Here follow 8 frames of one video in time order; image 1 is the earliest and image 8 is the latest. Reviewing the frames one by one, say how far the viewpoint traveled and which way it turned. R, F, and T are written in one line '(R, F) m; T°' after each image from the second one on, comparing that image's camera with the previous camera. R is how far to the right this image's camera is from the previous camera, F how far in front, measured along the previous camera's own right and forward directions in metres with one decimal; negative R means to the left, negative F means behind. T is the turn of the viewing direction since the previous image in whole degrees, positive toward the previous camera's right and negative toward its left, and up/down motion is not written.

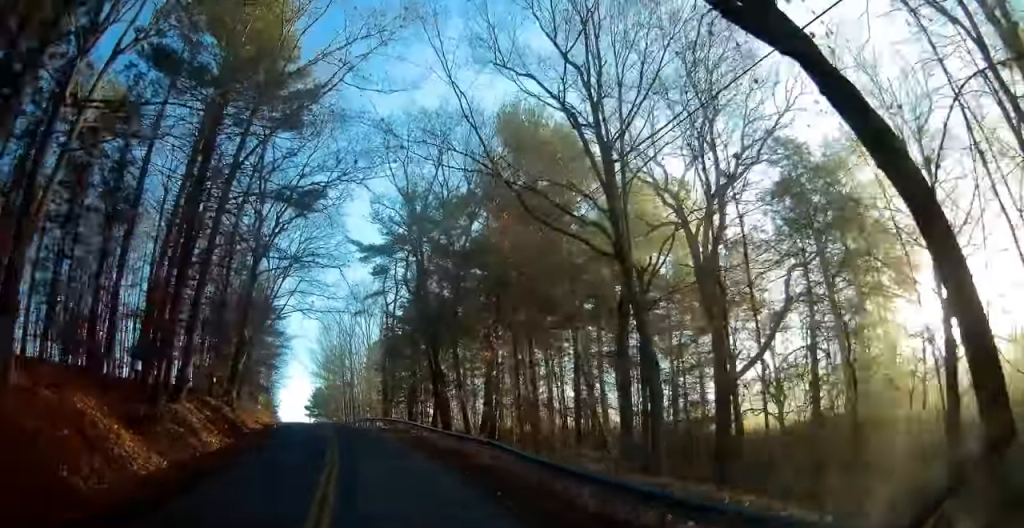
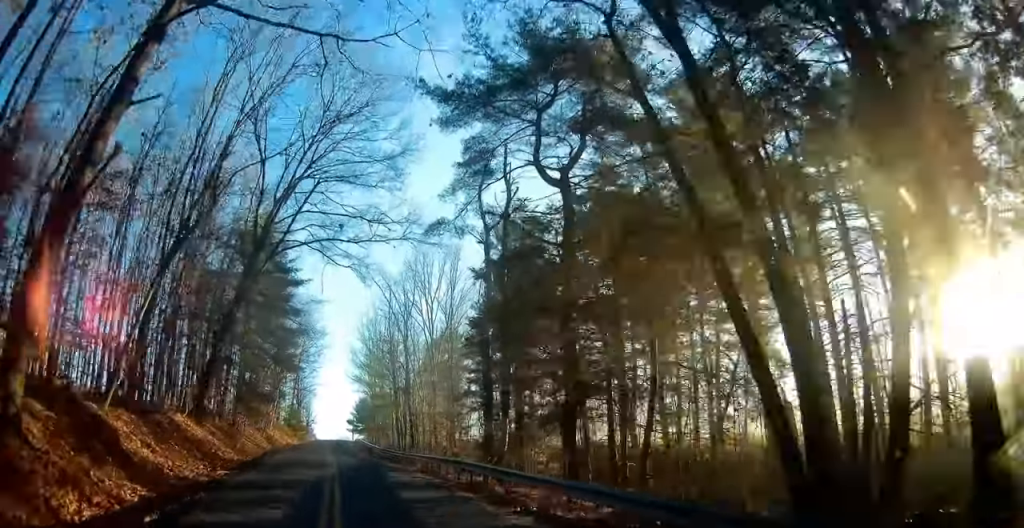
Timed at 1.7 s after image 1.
(+0.3, +29.3) m; -2°
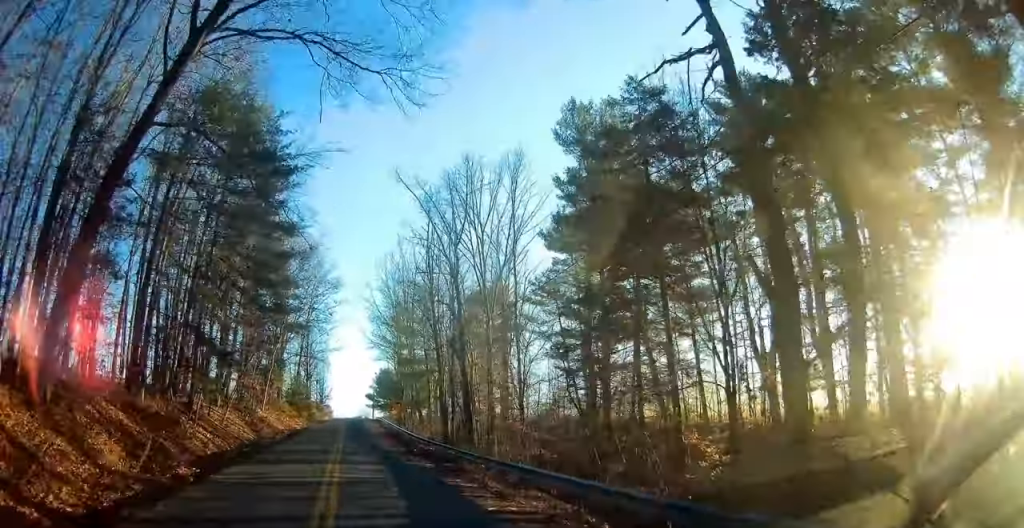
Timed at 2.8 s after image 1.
(-0.7, +18.8) m; -1°
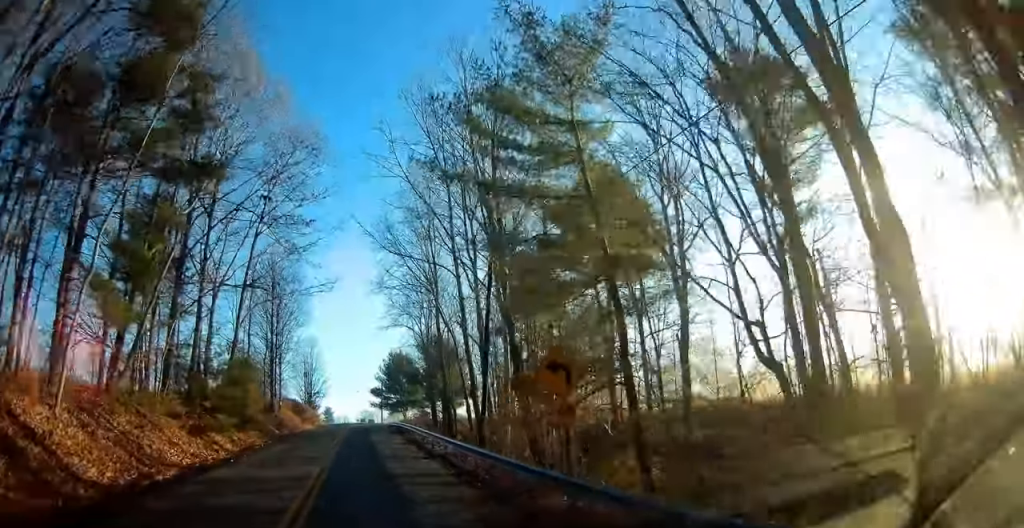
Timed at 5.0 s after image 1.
(-0.2, +37.9) m; -1°
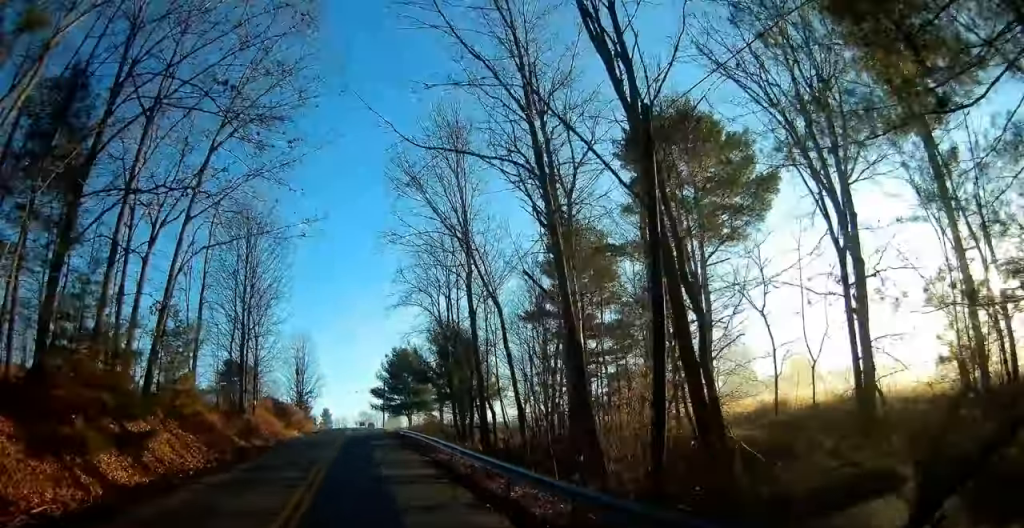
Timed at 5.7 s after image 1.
(+0.1, +13.1) m; 0°
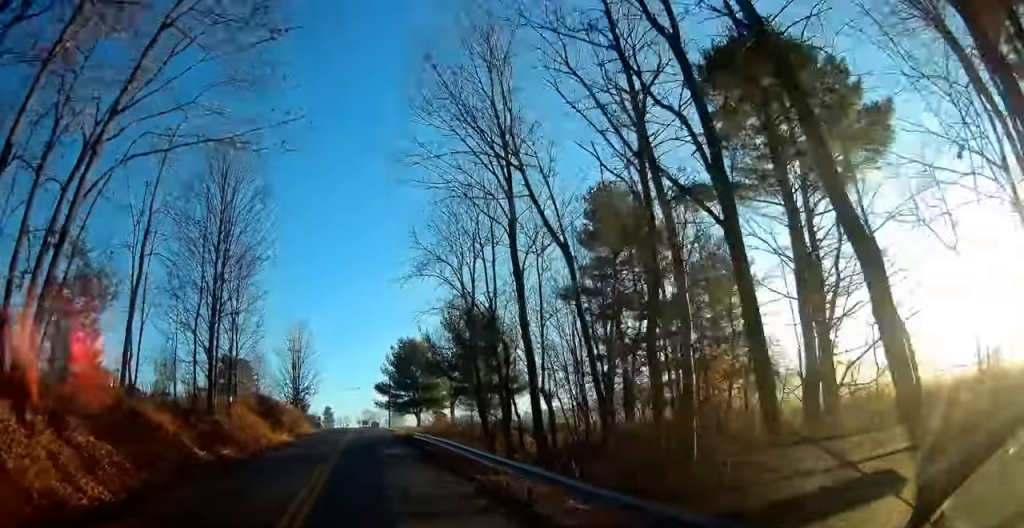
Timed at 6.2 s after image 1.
(0.0, +9.1) m; 0°
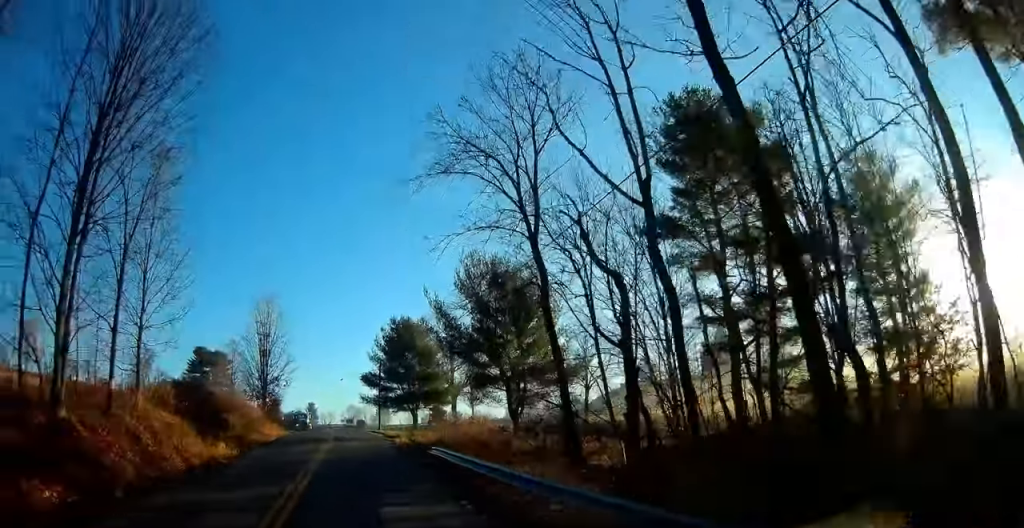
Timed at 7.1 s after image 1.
(-0.1, +15.7) m; 0°
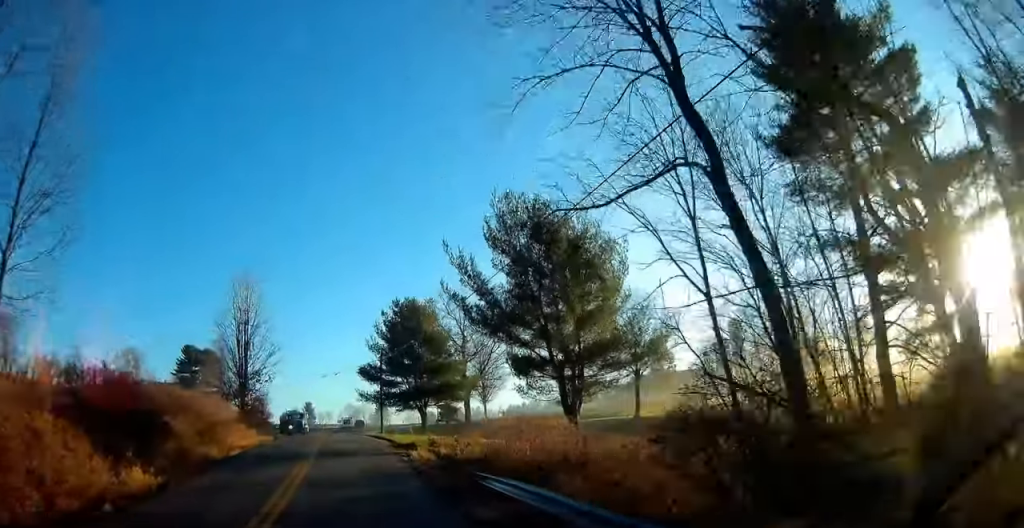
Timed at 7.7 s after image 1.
(0.0, +10.7) m; 0°
